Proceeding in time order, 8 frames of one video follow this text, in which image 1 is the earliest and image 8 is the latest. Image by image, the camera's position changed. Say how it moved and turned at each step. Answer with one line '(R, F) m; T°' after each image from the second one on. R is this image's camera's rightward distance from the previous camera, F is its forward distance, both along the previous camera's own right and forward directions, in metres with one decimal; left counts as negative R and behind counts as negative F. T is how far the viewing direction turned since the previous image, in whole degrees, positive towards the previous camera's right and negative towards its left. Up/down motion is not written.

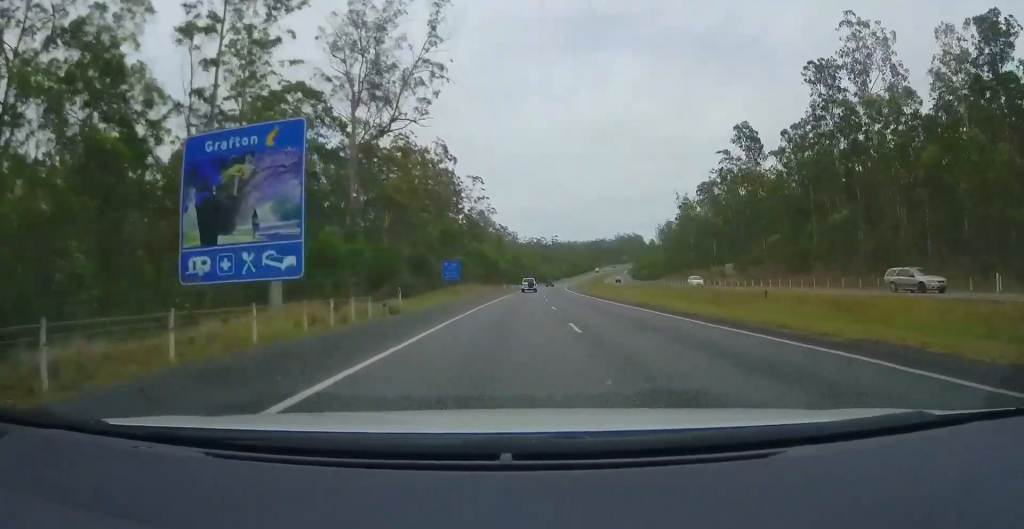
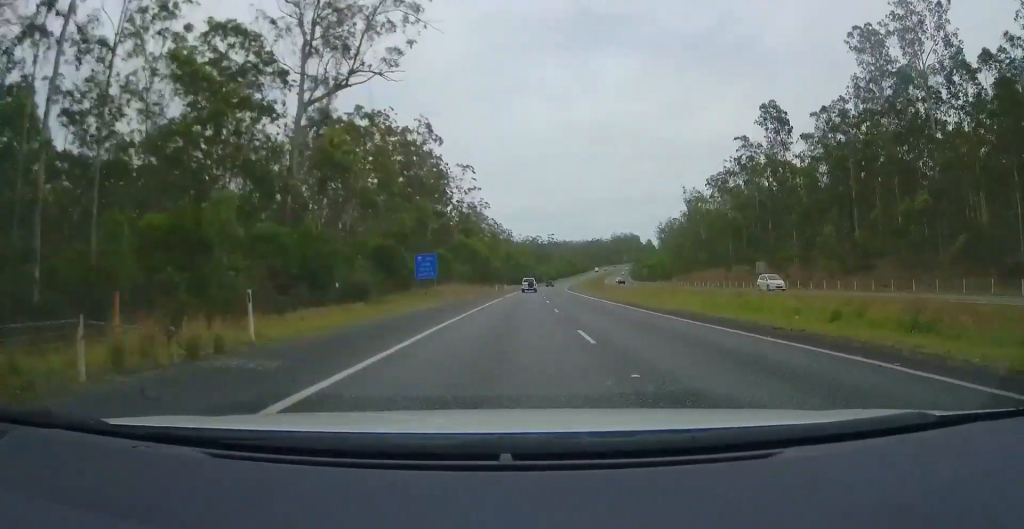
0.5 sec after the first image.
(+0.1, +14.5) m; +1°
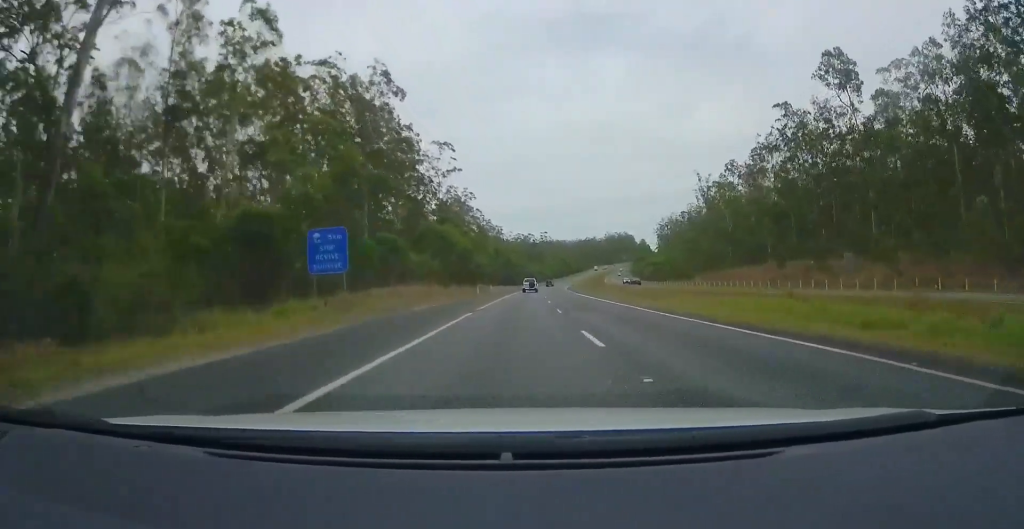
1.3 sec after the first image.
(+0.1, +24.2) m; +1°
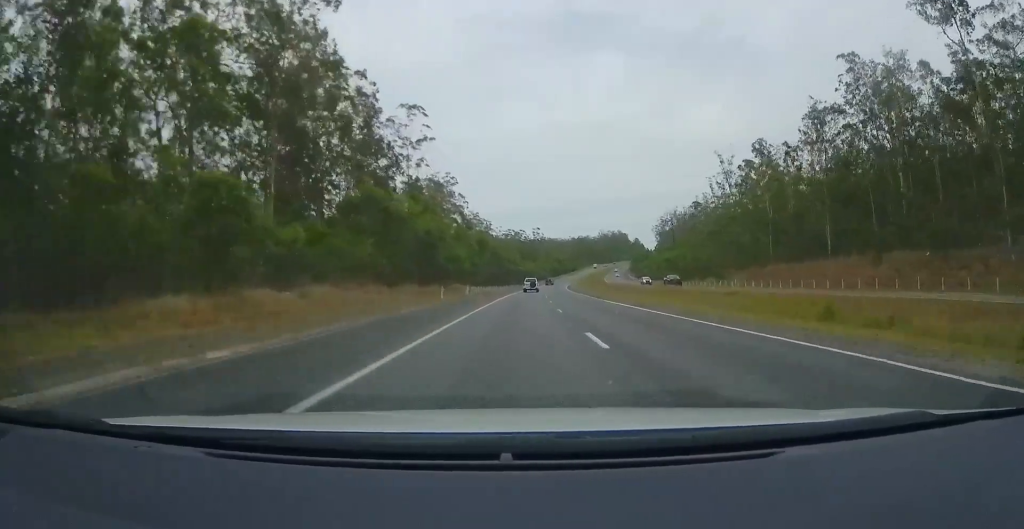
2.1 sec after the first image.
(+0.5, +24.2) m; +1°
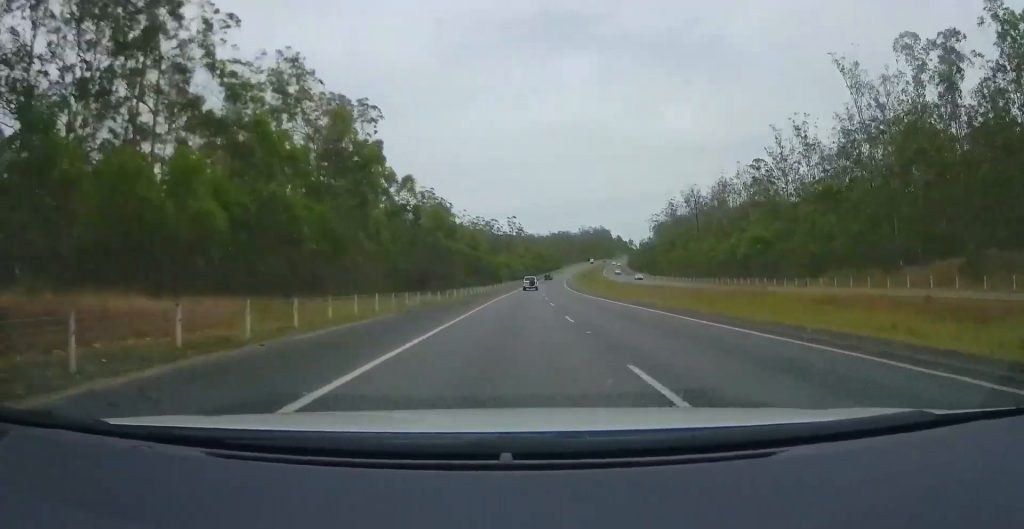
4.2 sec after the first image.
(+1.9, +63.8) m; +3°
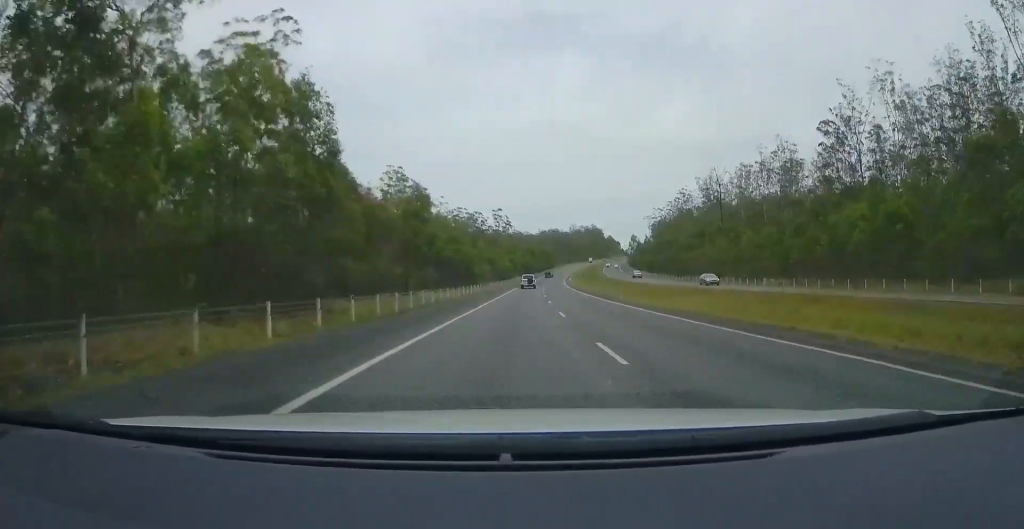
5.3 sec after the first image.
(-0.4, +32.6) m; 0°
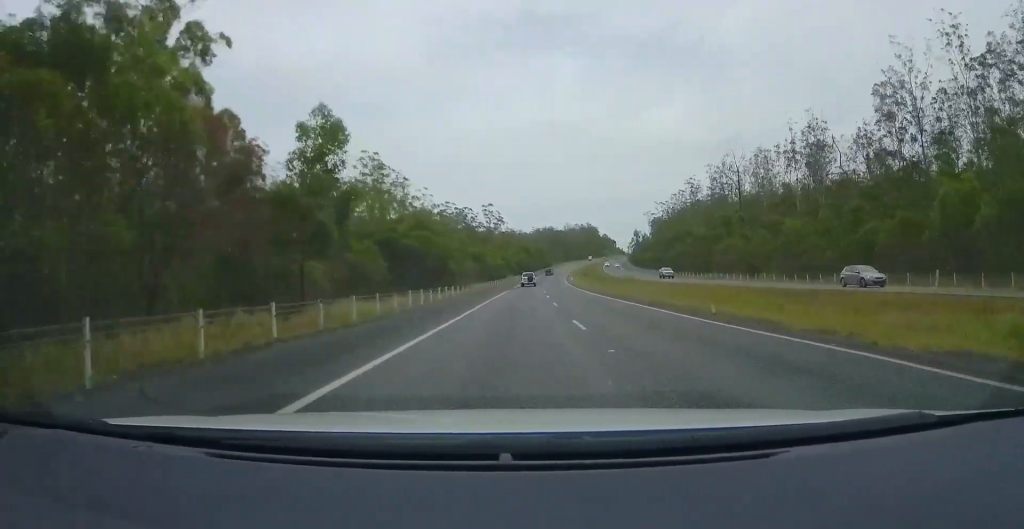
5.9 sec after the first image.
(+0.1, +18.2) m; +1°
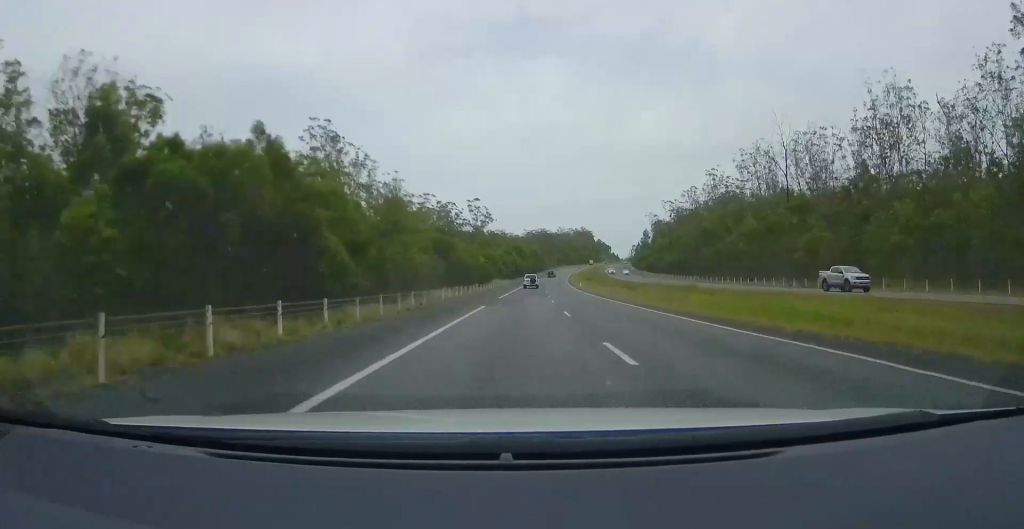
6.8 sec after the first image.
(+0.5, +29.1) m; +2°
